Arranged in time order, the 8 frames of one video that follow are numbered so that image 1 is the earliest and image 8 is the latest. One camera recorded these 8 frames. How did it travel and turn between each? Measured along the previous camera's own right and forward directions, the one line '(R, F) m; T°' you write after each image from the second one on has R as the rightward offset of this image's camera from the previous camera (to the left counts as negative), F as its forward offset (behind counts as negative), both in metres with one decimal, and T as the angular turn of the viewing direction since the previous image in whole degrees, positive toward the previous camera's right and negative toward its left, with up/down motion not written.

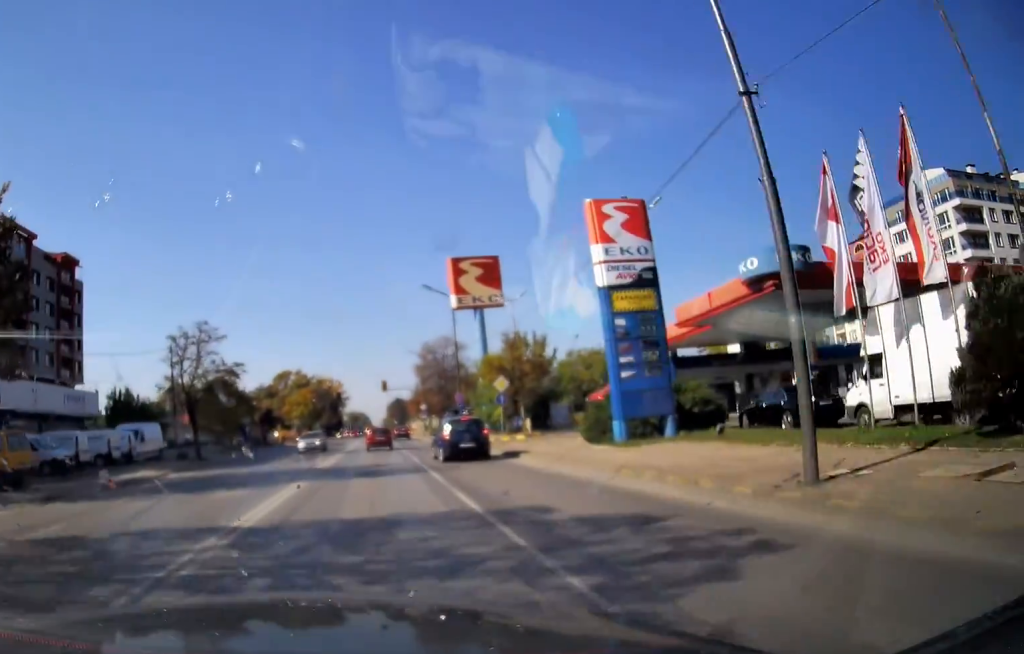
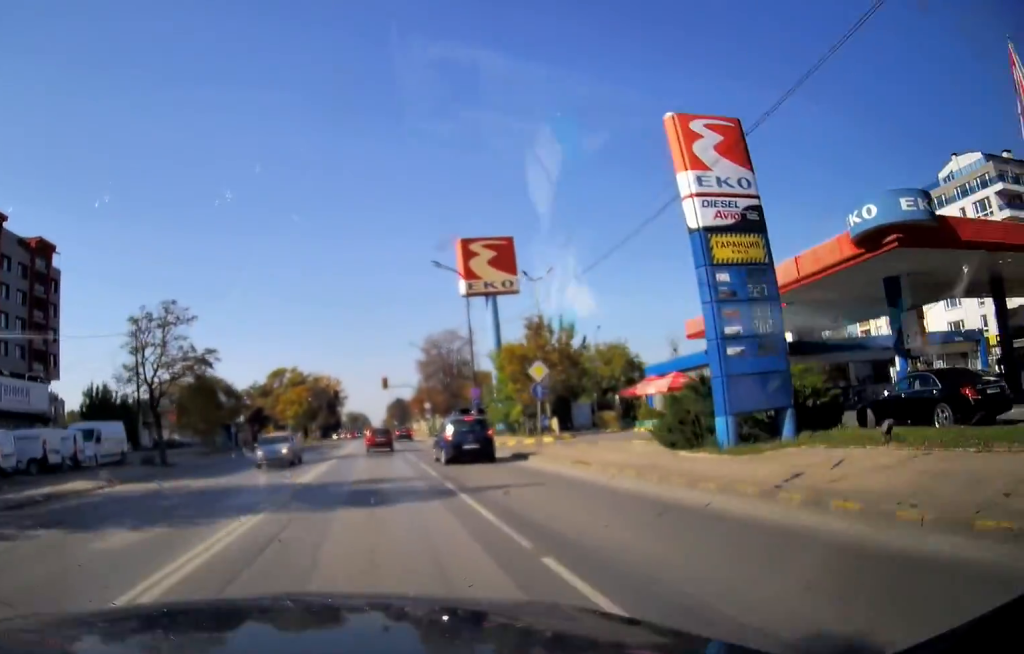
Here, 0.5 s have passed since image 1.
(0.0, +7.0) m; 0°
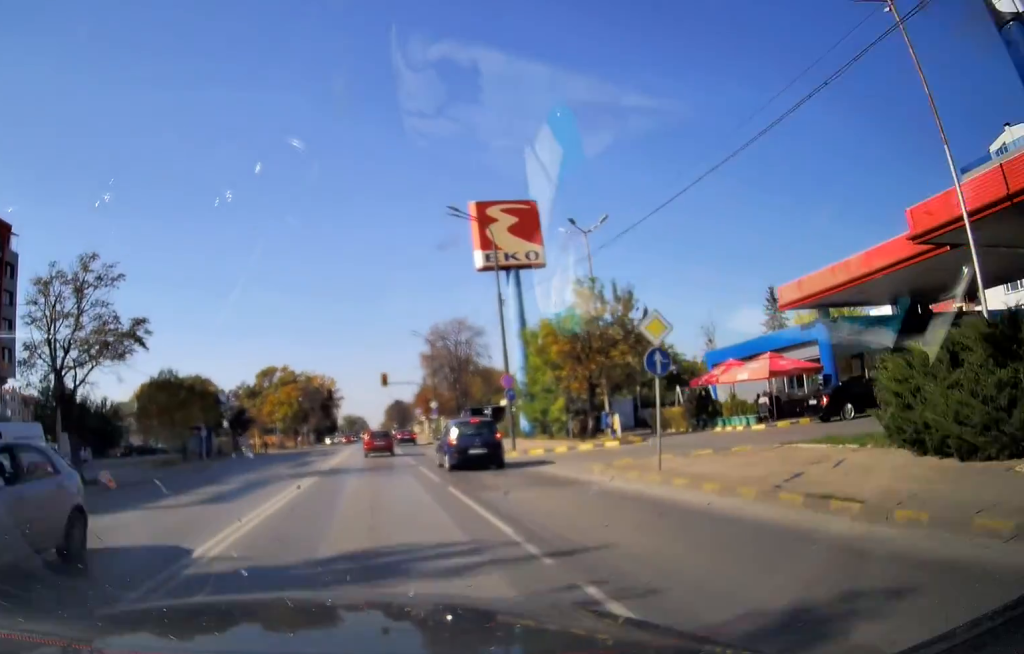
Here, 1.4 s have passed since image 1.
(+0.1, +10.5) m; 0°
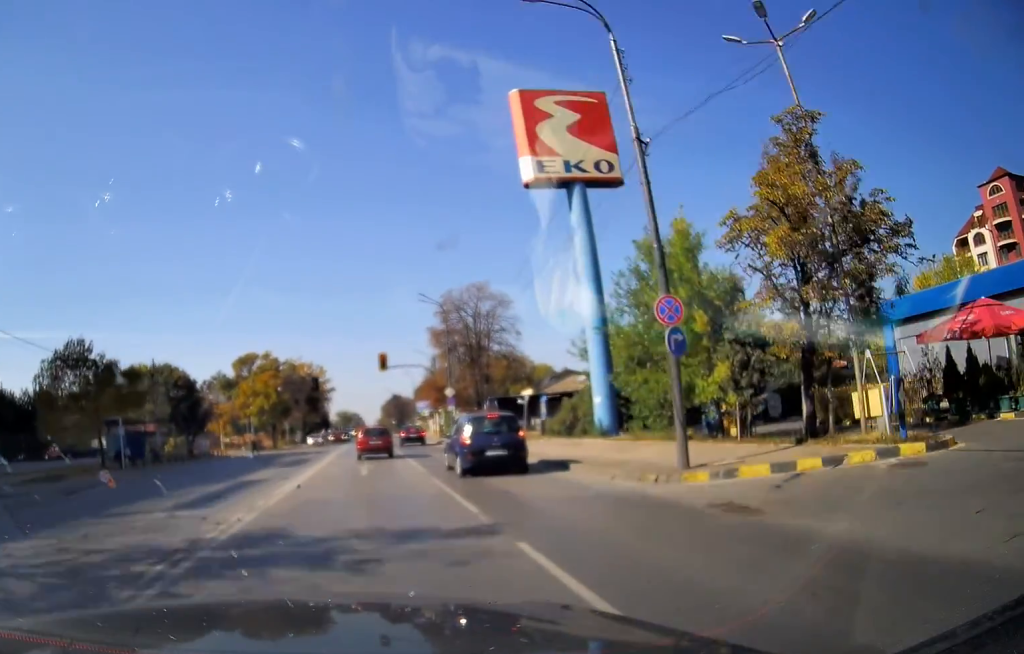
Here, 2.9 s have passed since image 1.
(-0.2, +17.6) m; -1°
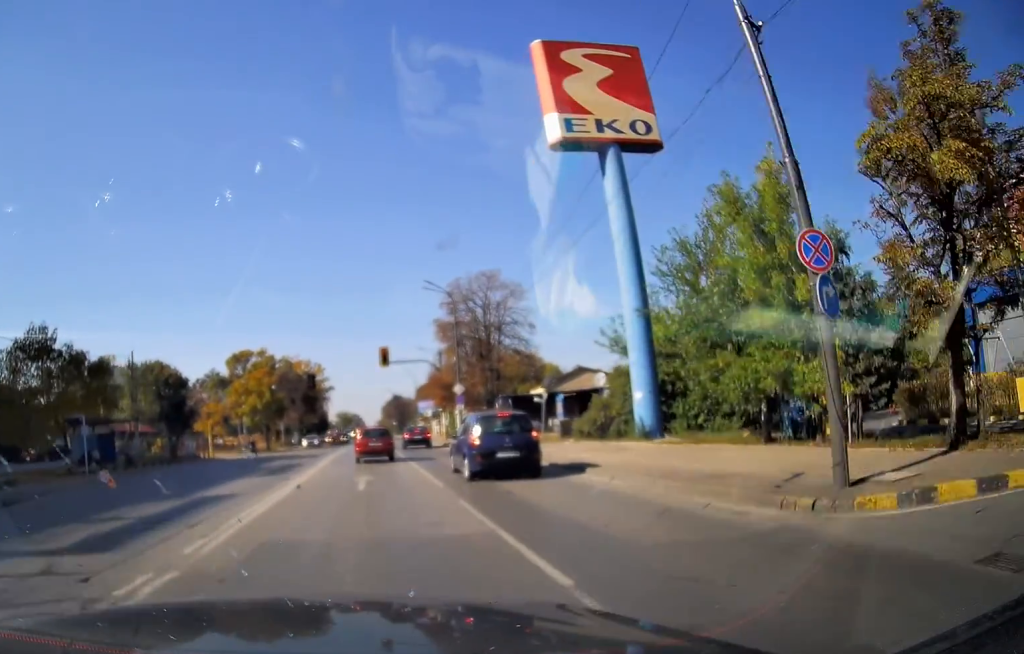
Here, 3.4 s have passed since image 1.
(0.0, +5.2) m; 0°
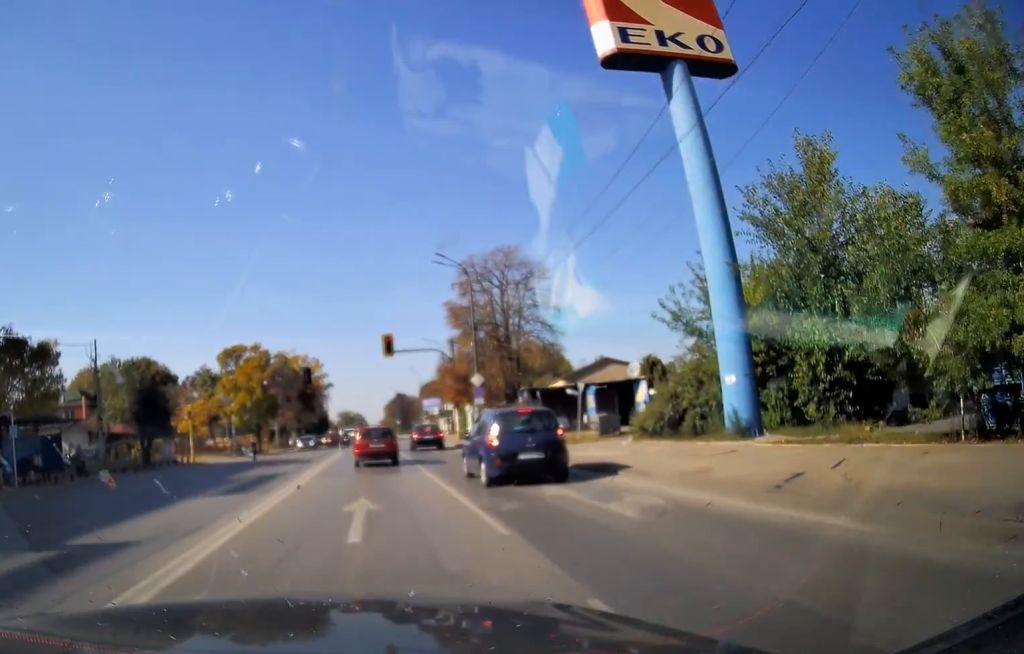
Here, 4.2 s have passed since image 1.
(-0.2, +7.8) m; +1°
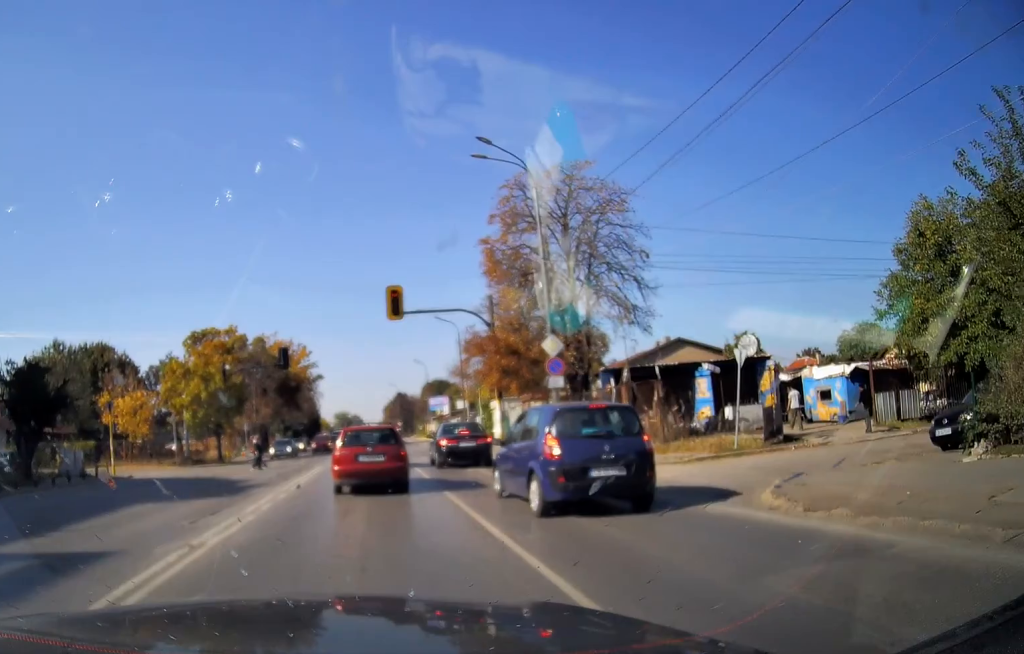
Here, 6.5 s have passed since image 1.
(+0.3, +17.6) m; +1°
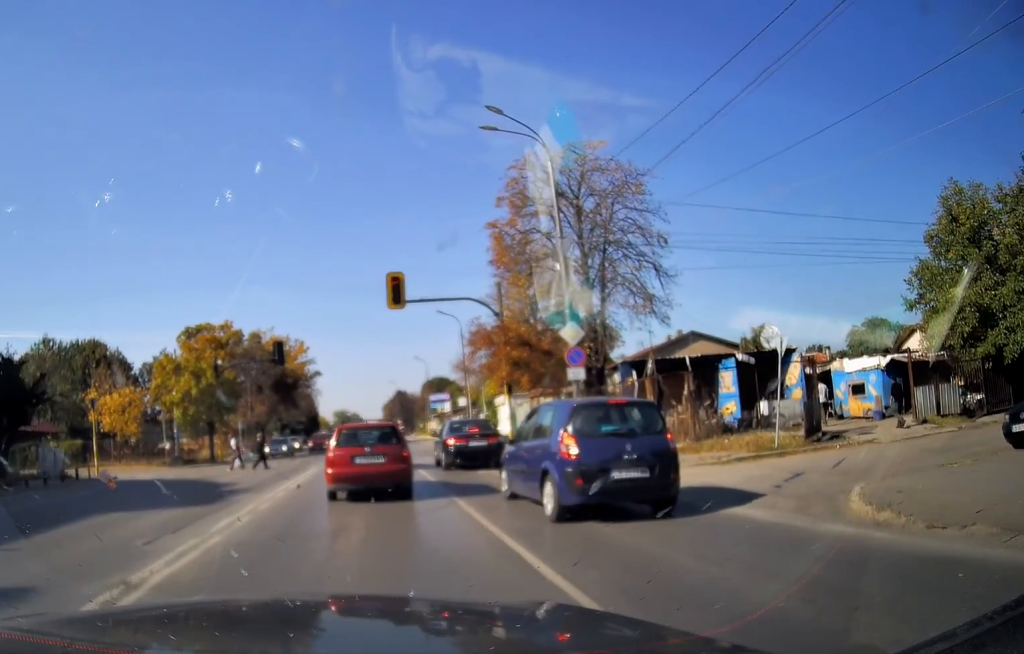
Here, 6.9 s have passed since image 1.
(+0.1, +2.5) m; +1°
